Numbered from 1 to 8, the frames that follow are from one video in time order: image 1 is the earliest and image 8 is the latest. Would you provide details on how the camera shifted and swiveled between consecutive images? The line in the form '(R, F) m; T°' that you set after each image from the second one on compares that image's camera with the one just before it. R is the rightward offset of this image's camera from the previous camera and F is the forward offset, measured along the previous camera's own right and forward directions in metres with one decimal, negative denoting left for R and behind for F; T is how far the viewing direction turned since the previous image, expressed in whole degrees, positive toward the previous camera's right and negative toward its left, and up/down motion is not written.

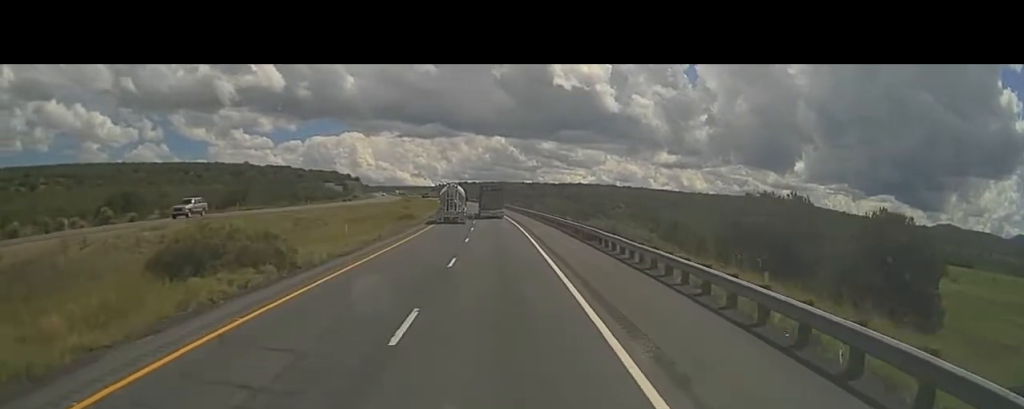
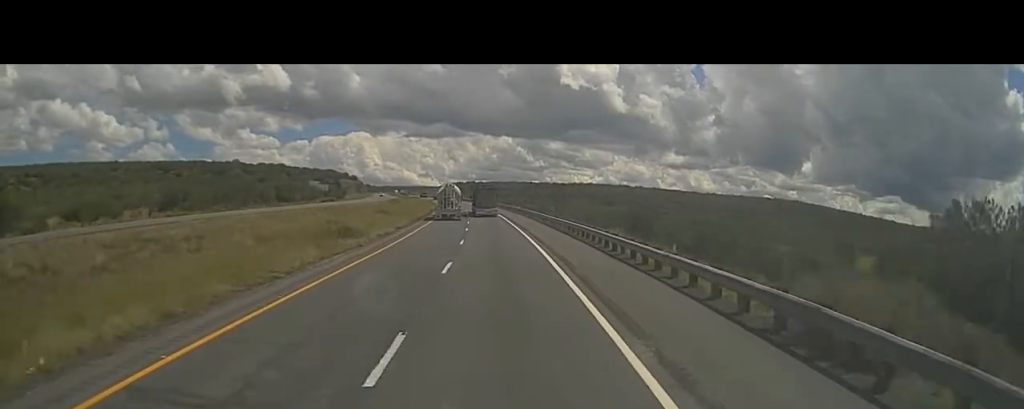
(-0.1, +27.7) m; -1°
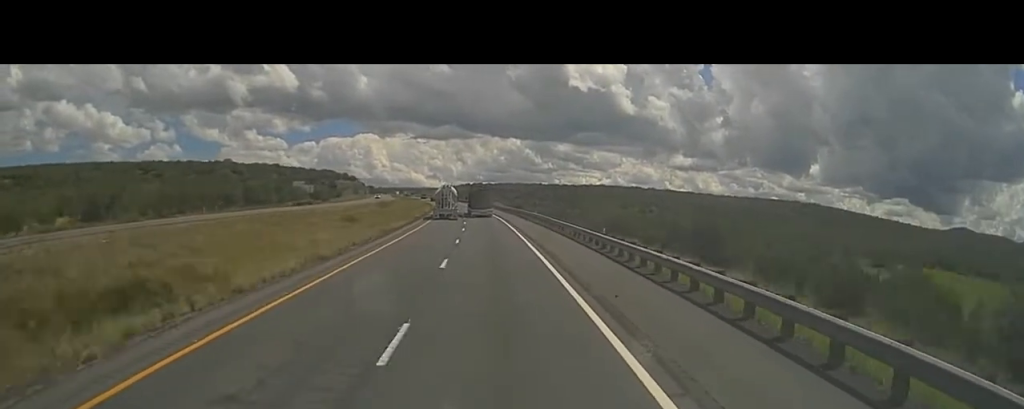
(-0.2, +23.0) m; -1°
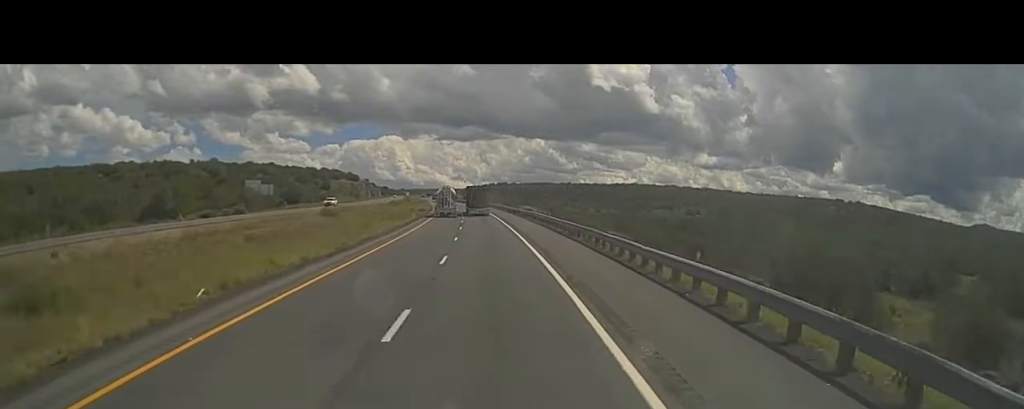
(-0.8, +48.2) m; -1°
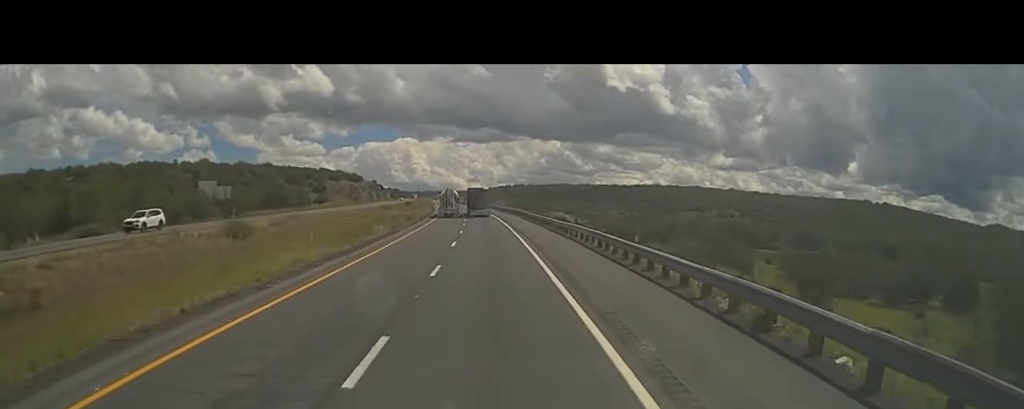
(-0.1, +26.9) m; -2°
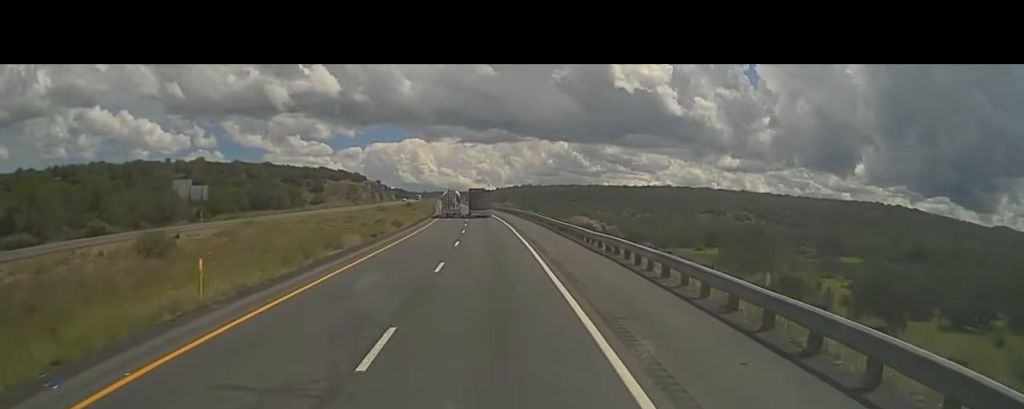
(-0.3, +11.2) m; -1°
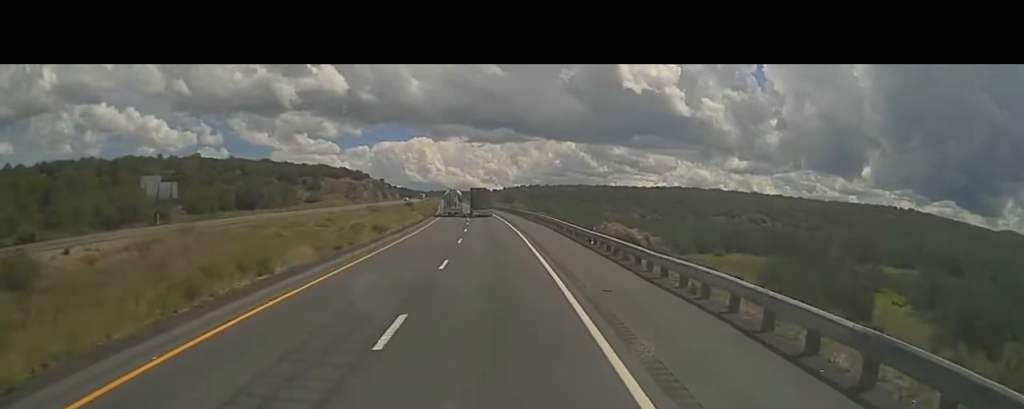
(-0.1, +12.1) m; -1°
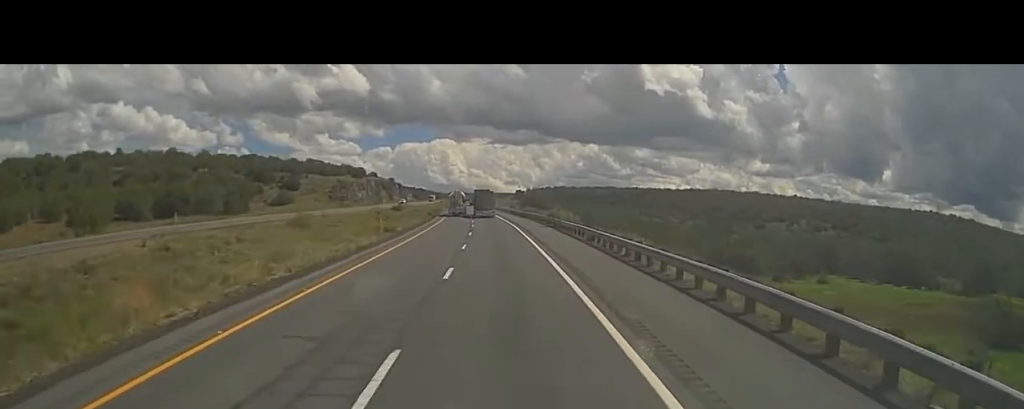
(-0.9, +40.0) m; -2°
